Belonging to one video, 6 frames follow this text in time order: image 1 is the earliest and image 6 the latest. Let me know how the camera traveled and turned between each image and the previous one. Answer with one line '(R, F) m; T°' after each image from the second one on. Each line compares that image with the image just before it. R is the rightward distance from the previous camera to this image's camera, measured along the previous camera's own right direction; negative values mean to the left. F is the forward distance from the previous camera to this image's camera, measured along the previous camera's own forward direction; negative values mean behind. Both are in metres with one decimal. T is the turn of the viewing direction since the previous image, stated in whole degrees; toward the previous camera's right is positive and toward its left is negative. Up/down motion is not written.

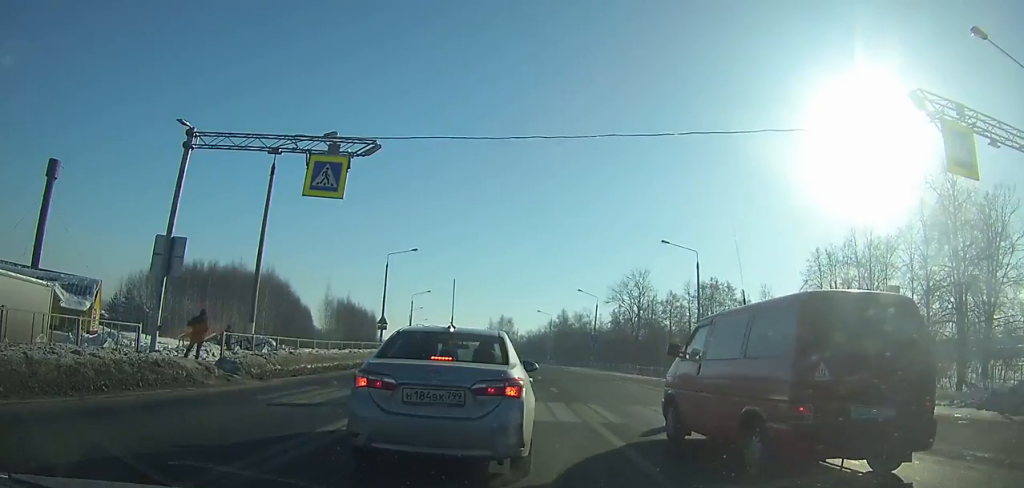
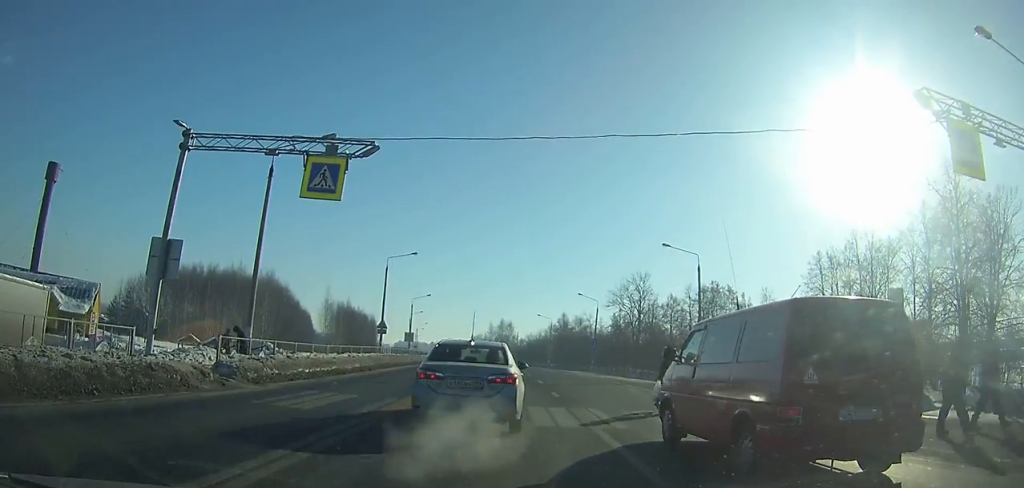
(-0.3, +6.5) m; +3°
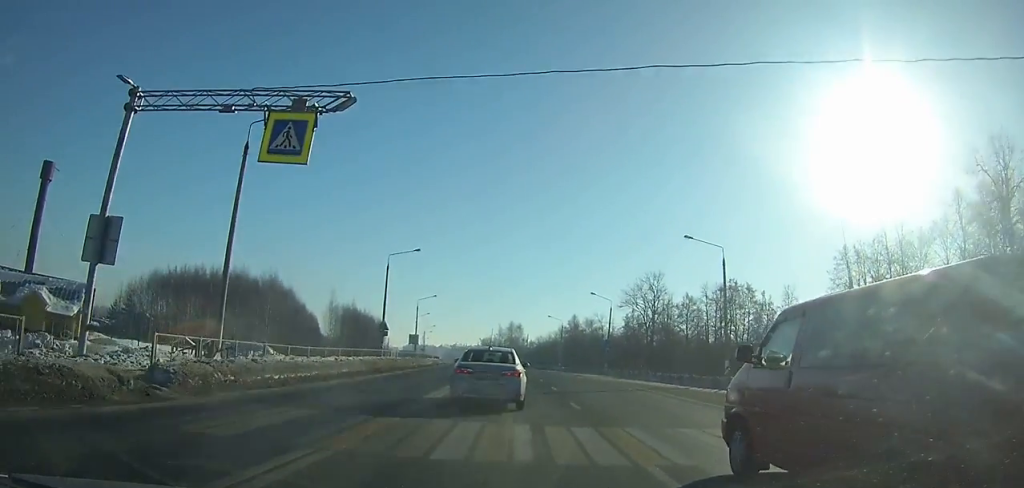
(+0.3, +5.3) m; +2°
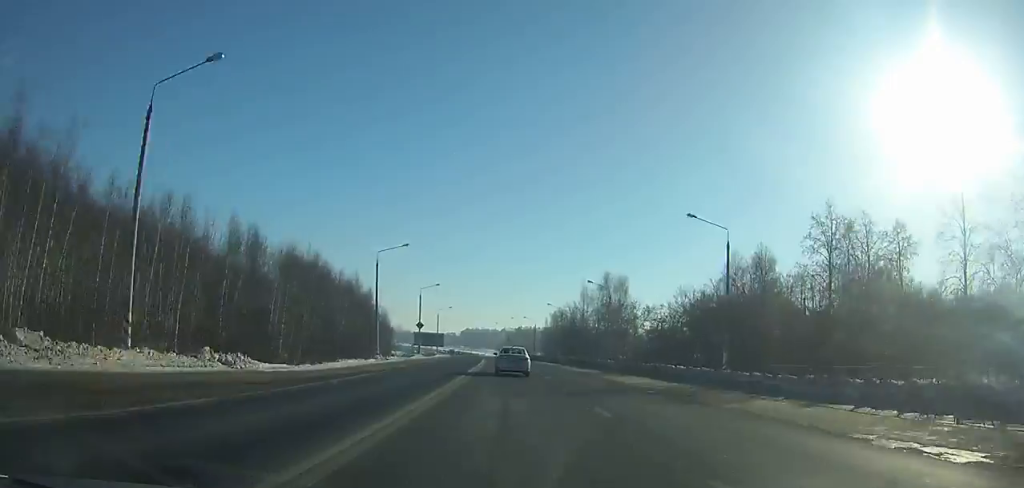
(-2.9, +107.2) m; -5°
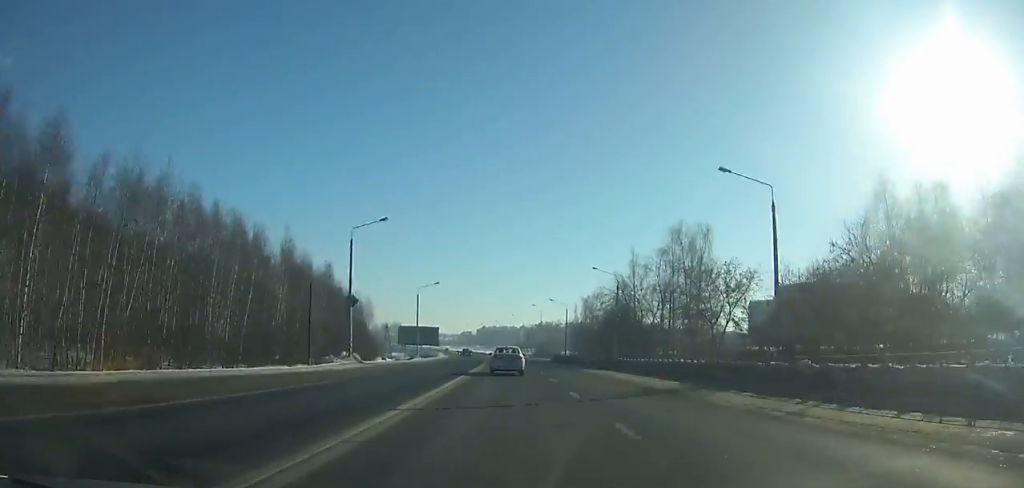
(-0.8, +44.1) m; -2°
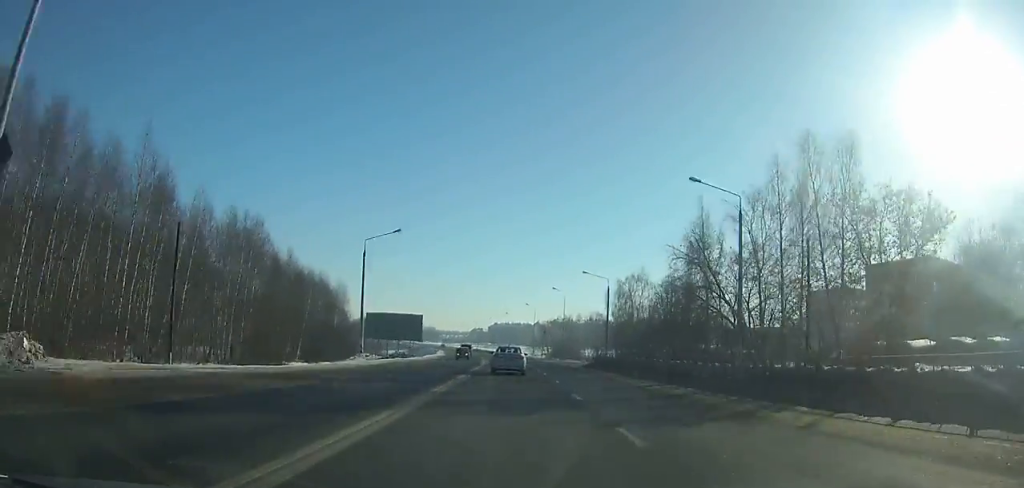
(-0.4, +32.7) m; -2°
